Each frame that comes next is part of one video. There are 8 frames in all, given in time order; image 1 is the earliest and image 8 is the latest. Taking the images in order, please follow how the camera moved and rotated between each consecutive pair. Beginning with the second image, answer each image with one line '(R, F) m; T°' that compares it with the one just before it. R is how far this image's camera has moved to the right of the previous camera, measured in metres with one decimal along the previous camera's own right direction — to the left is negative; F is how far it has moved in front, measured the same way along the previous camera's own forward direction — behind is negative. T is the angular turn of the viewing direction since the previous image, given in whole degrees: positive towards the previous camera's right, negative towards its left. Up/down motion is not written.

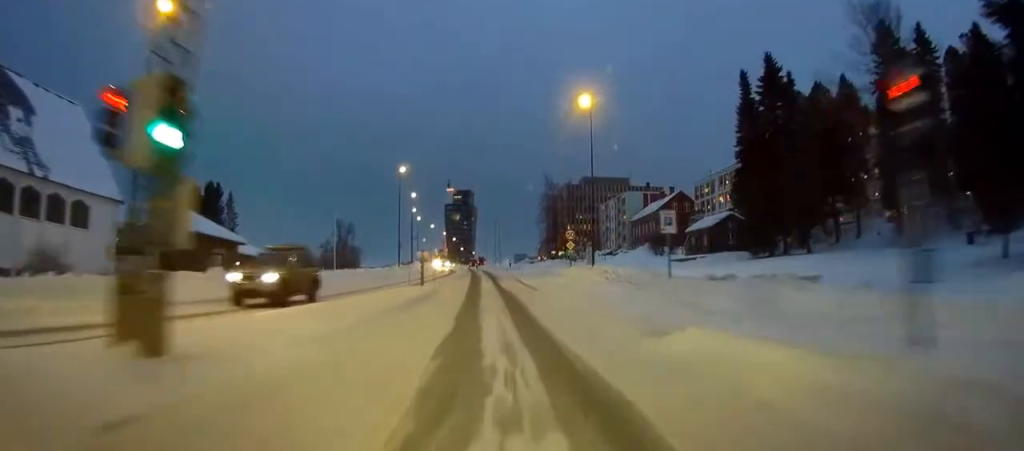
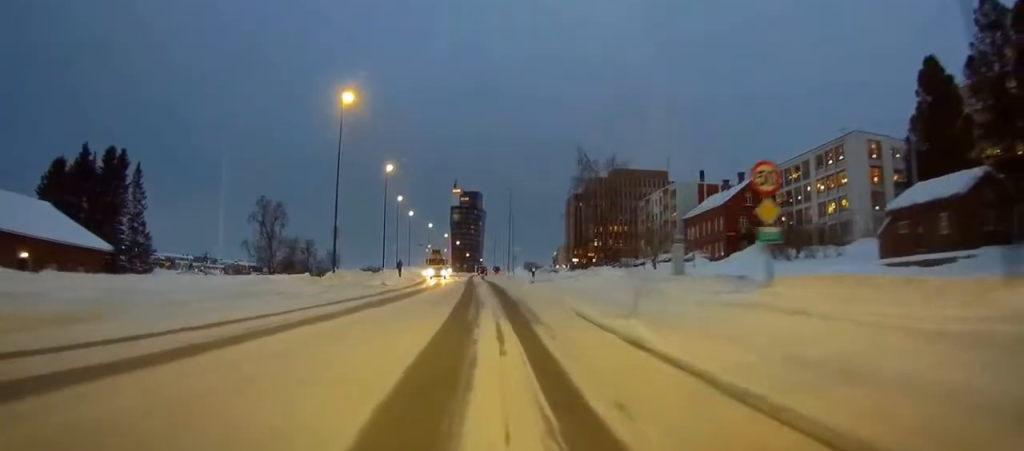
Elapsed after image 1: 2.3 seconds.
(+0.5, +35.7) m; +1°
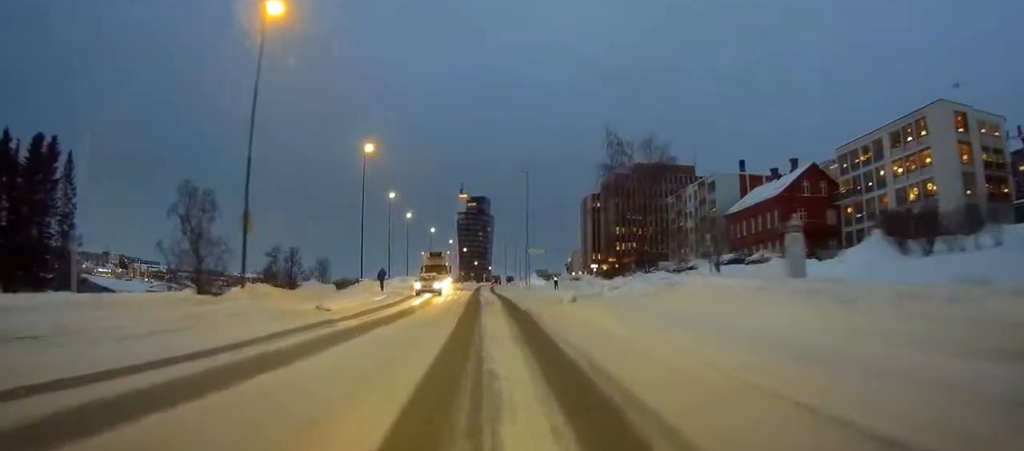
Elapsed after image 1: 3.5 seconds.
(-0.1, +17.7) m; -1°
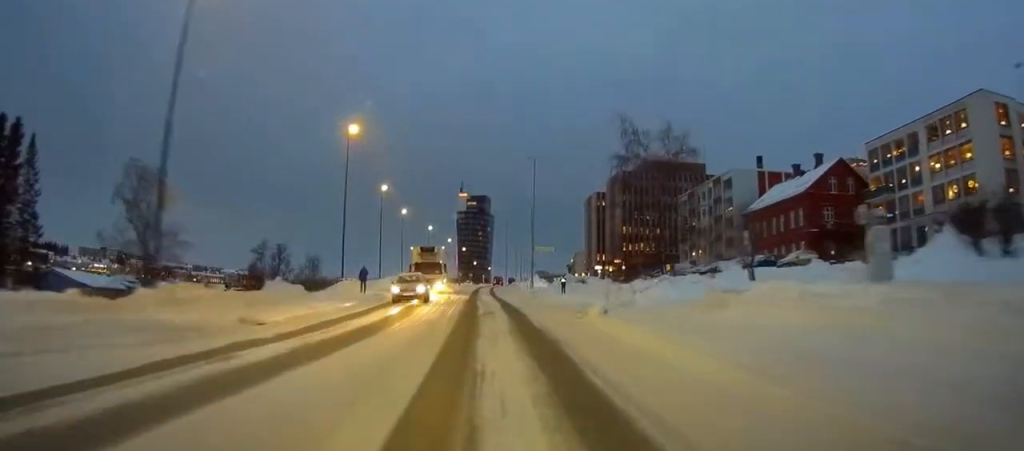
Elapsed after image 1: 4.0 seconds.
(-0.1, +7.2) m; 0°
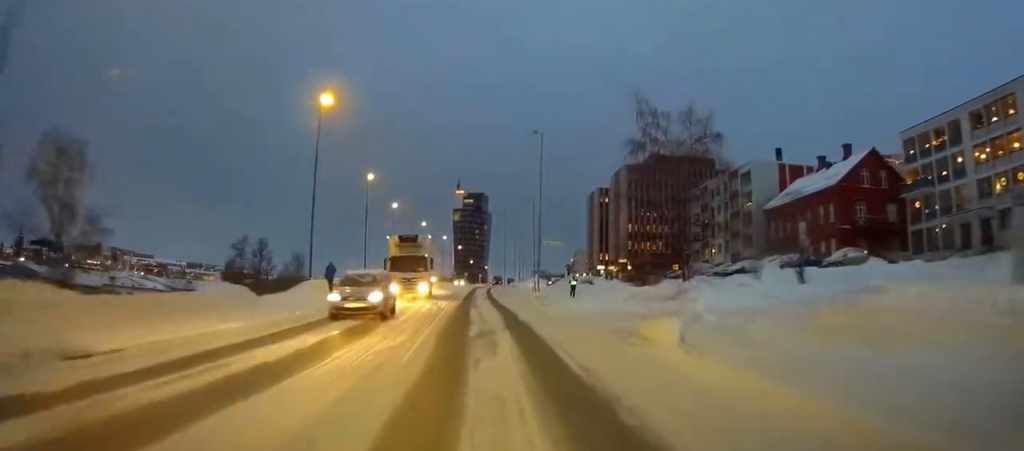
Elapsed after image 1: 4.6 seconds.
(-0.1, +8.1) m; 0°
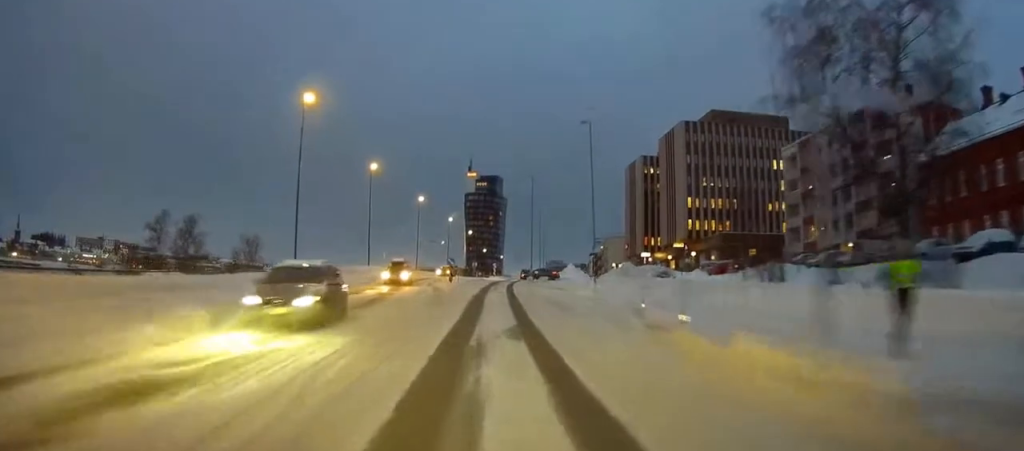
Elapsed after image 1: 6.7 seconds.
(+0.6, +31.2) m; +1°
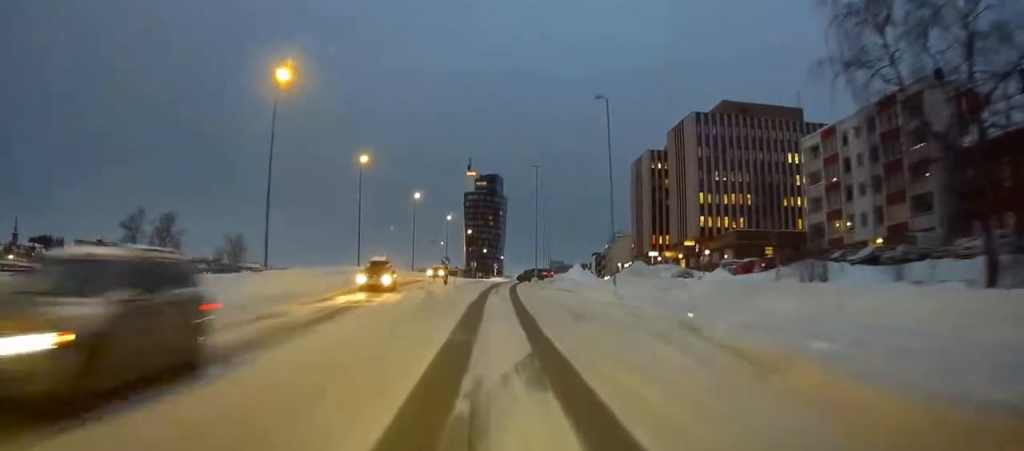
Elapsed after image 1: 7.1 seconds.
(-0.1, +5.9) m; 0°
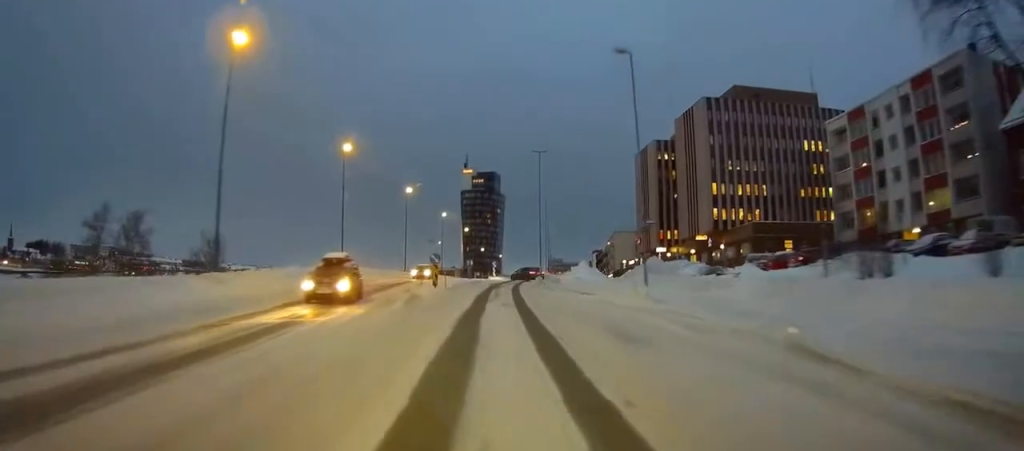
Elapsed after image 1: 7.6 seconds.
(0.0, +6.8) m; 0°
